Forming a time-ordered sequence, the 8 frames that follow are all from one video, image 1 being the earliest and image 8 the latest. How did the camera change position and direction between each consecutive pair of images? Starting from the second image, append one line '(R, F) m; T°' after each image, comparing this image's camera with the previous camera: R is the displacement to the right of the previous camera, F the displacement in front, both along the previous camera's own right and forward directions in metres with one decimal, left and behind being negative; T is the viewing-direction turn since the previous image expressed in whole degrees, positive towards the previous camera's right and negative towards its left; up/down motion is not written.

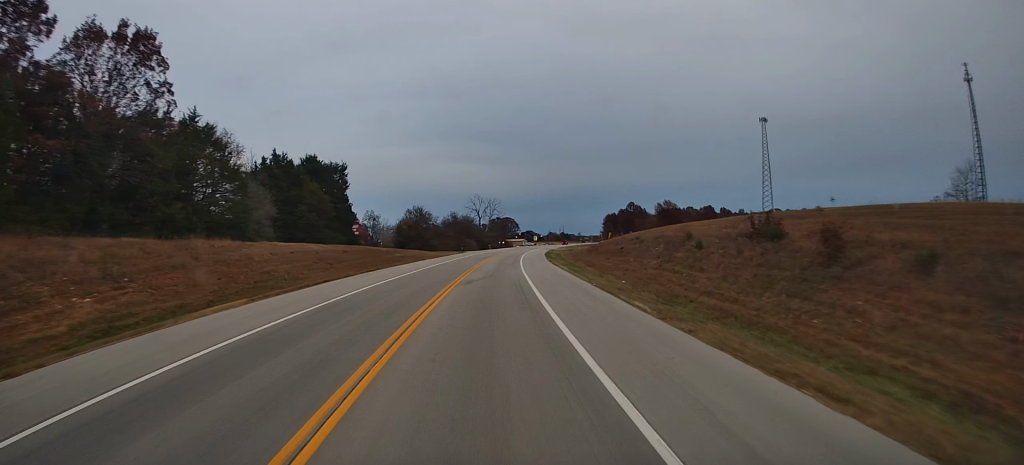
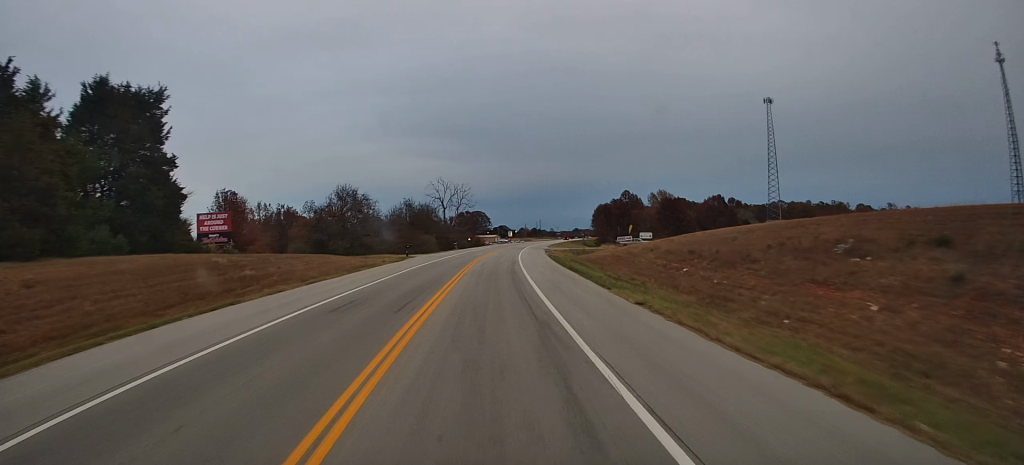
(+2.9, +44.0) m; +6°
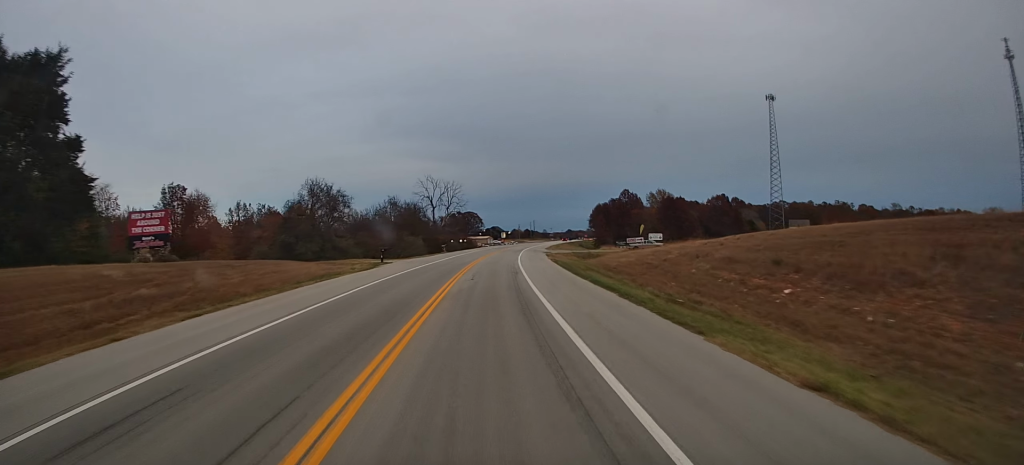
(0.0, +11.3) m; 0°
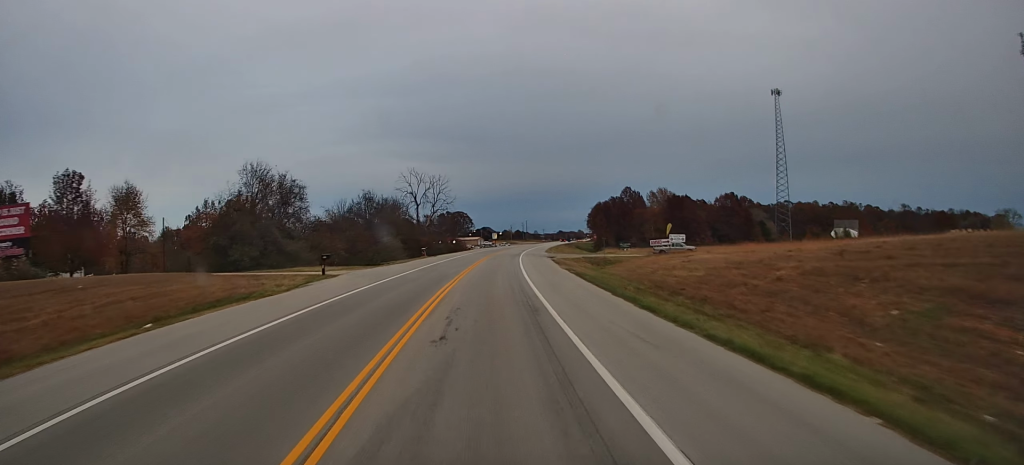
(-0.1, +16.5) m; 0°
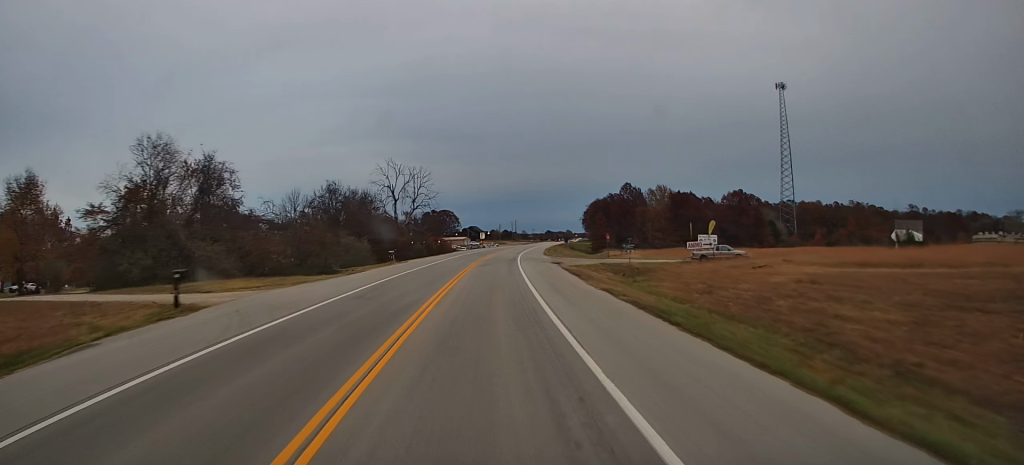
(0.0, +16.6) m; +1°
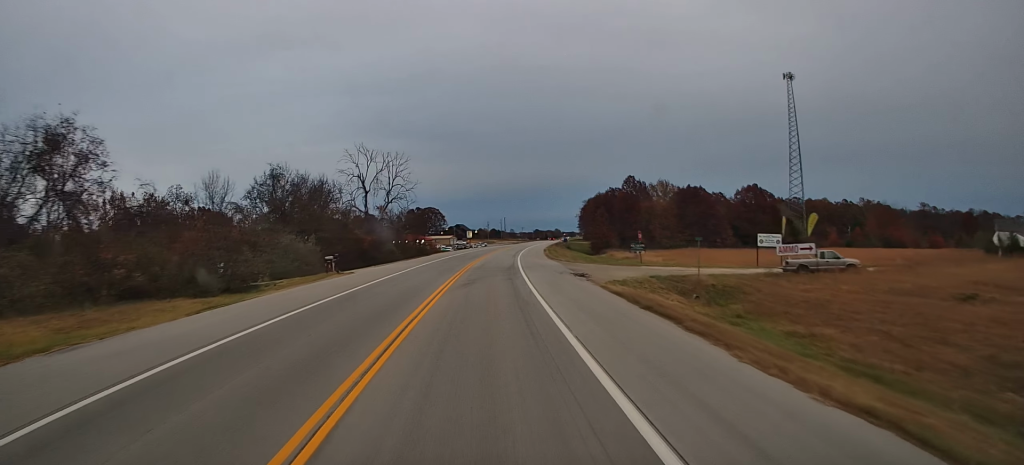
(+0.4, +18.9) m; +4°
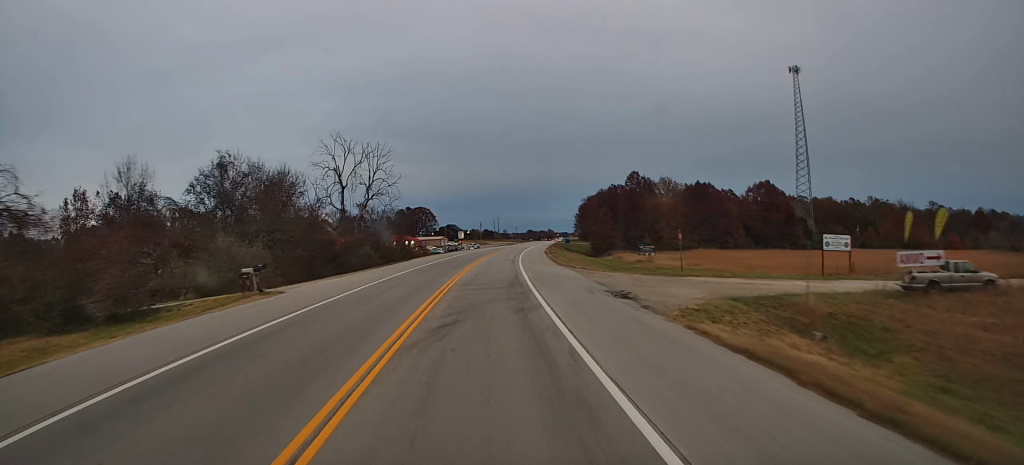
(+0.4, +12.2) m; +2°
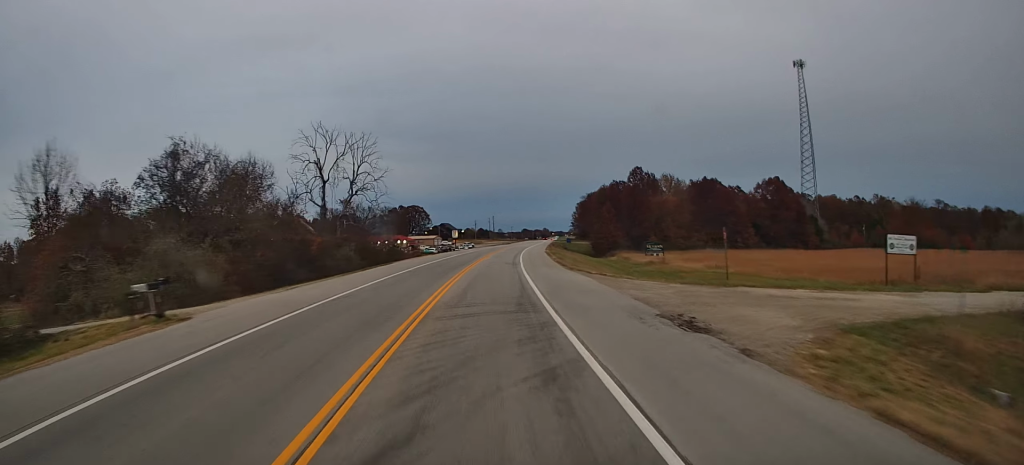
(+0.1, +8.3) m; 0°
